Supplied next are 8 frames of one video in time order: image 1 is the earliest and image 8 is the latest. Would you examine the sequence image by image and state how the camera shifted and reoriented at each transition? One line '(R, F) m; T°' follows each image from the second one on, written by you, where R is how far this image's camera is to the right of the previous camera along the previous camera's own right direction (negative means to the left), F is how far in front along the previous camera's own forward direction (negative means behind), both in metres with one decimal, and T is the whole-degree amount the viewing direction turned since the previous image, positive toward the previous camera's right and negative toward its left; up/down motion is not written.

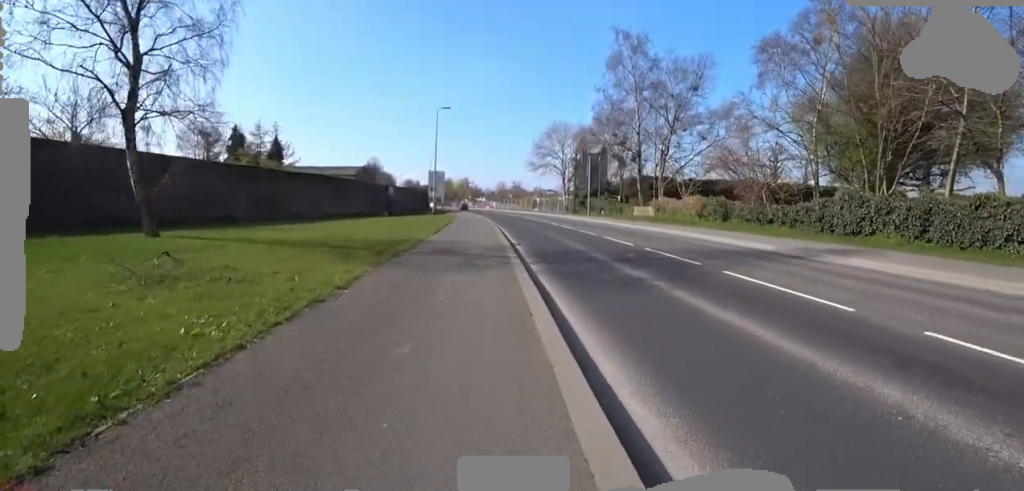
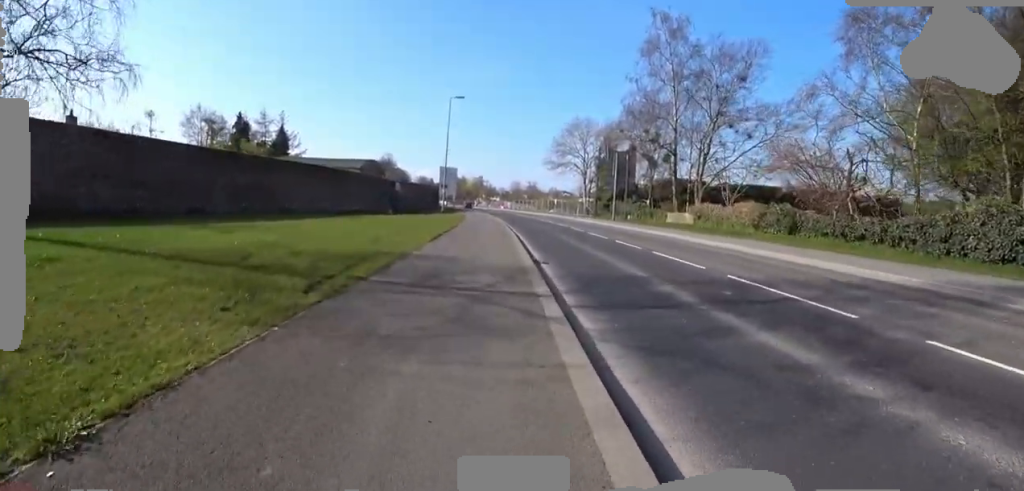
(-0.2, +4.1) m; -3°
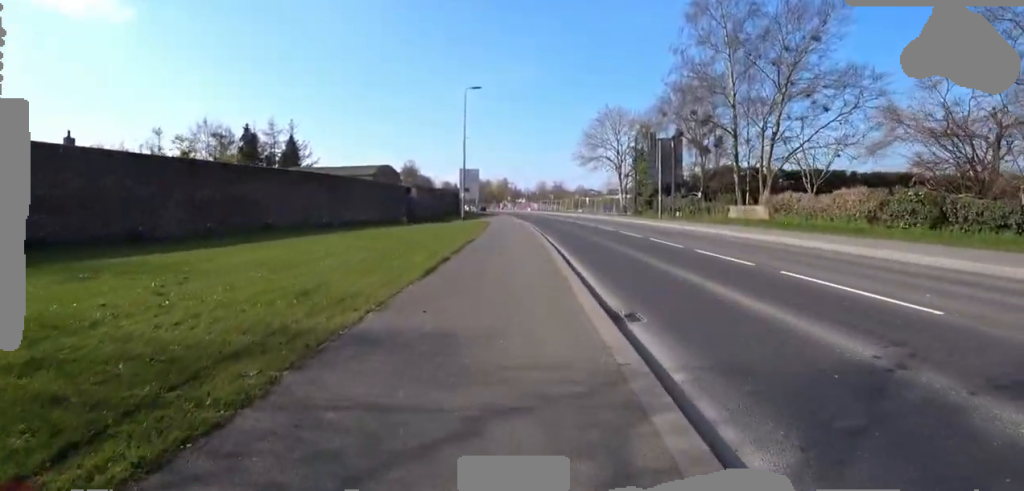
(-0.1, +5.0) m; -1°
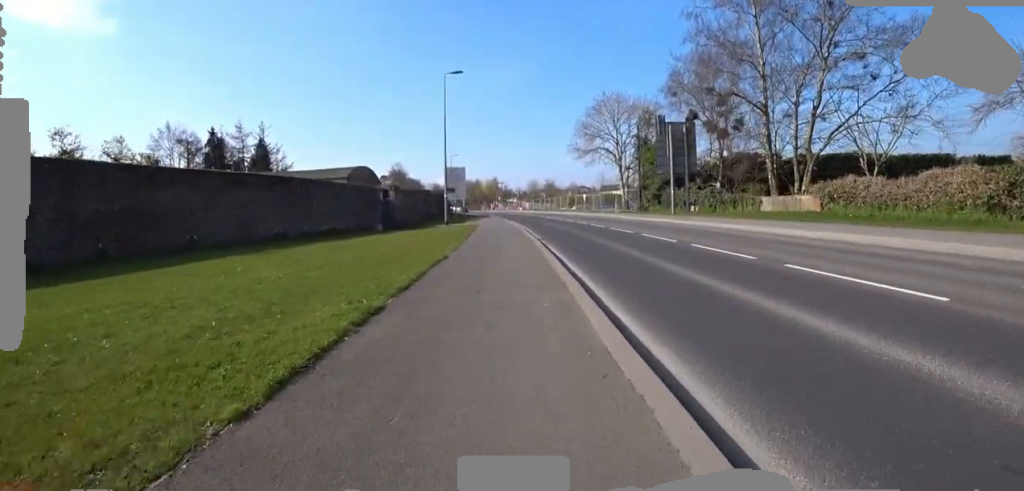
(0.0, +3.7) m; -1°
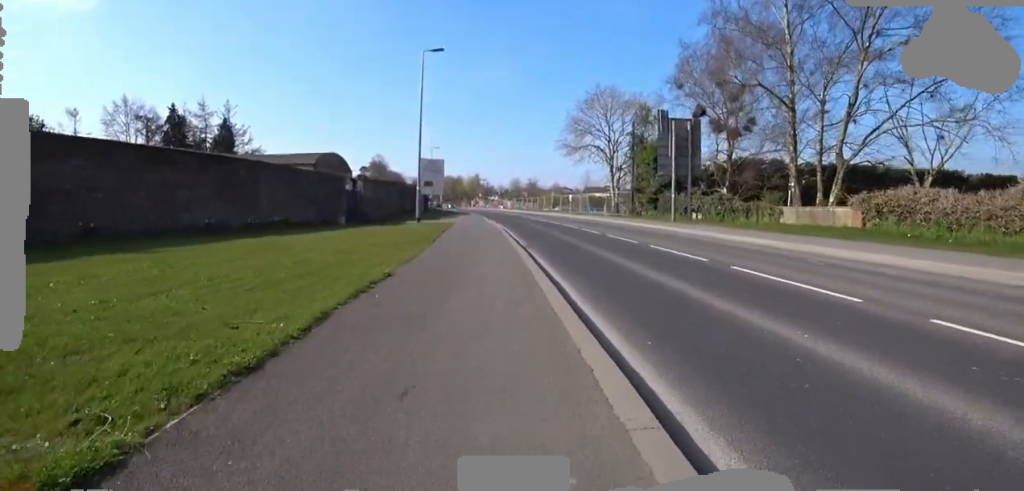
(0.0, +2.8) m; -5°
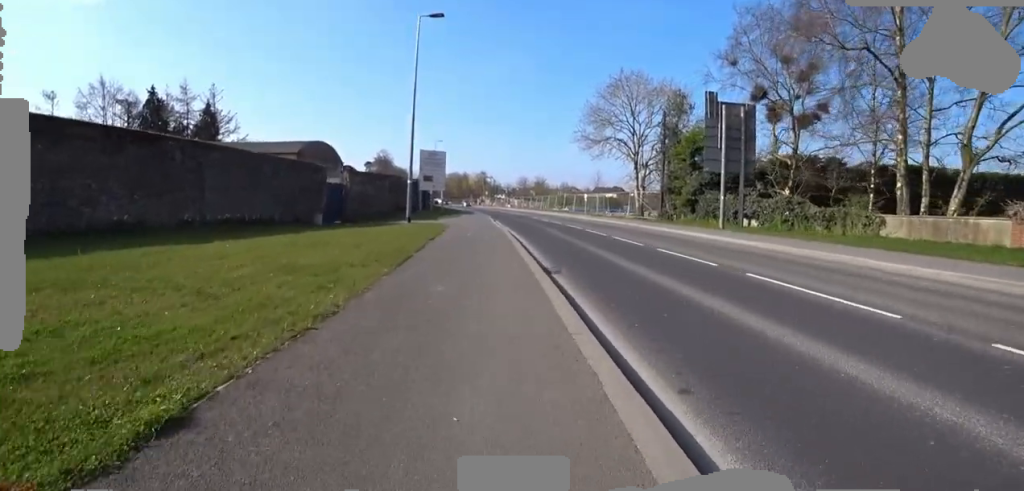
(-0.3, +4.5) m; -5°
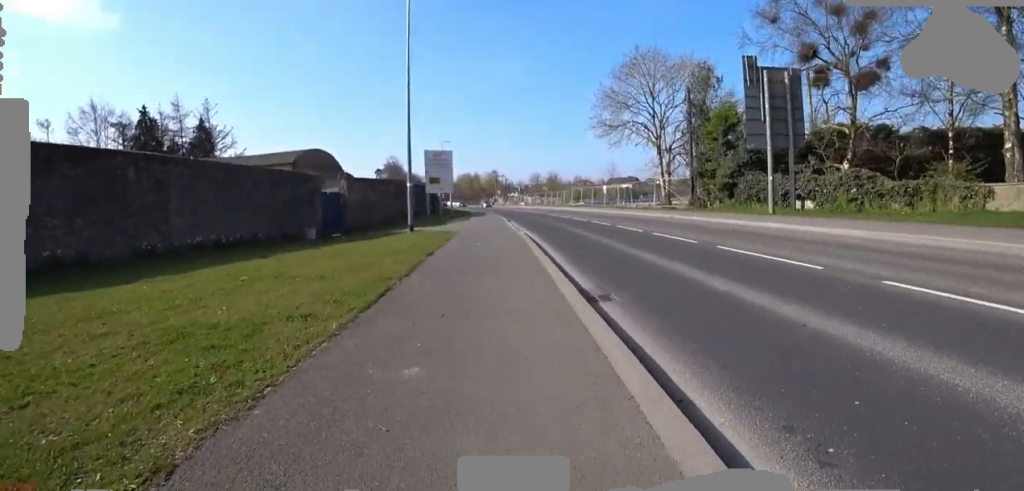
(-0.5, +3.1) m; +3°
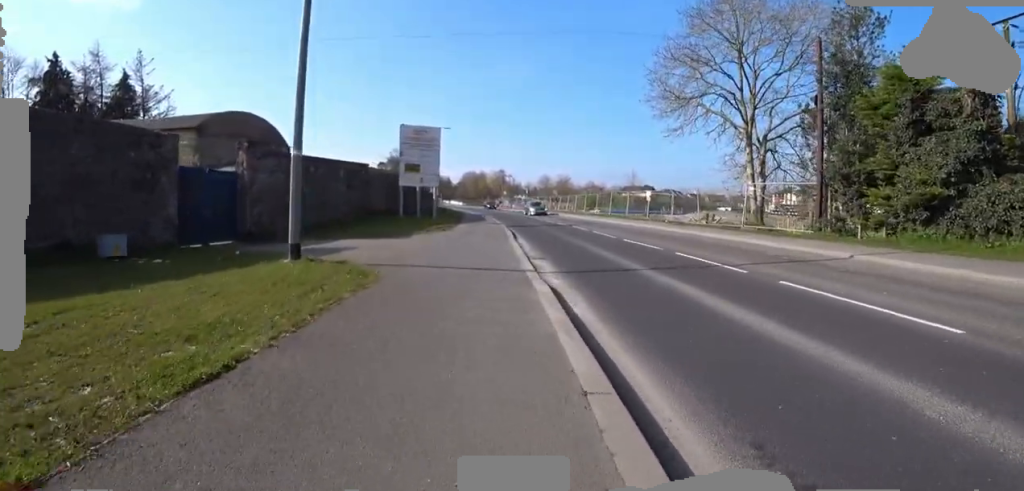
(+2.0, +11.3) m; +9°
